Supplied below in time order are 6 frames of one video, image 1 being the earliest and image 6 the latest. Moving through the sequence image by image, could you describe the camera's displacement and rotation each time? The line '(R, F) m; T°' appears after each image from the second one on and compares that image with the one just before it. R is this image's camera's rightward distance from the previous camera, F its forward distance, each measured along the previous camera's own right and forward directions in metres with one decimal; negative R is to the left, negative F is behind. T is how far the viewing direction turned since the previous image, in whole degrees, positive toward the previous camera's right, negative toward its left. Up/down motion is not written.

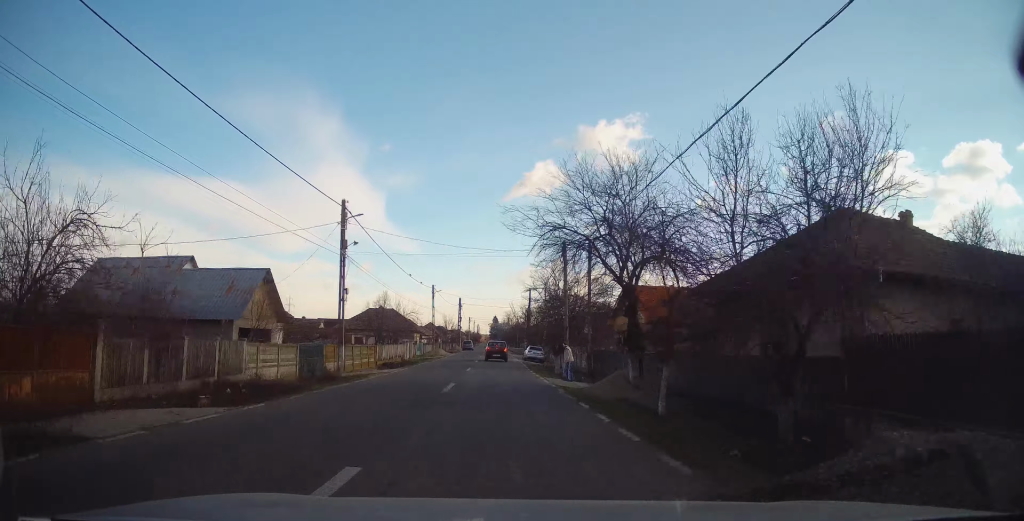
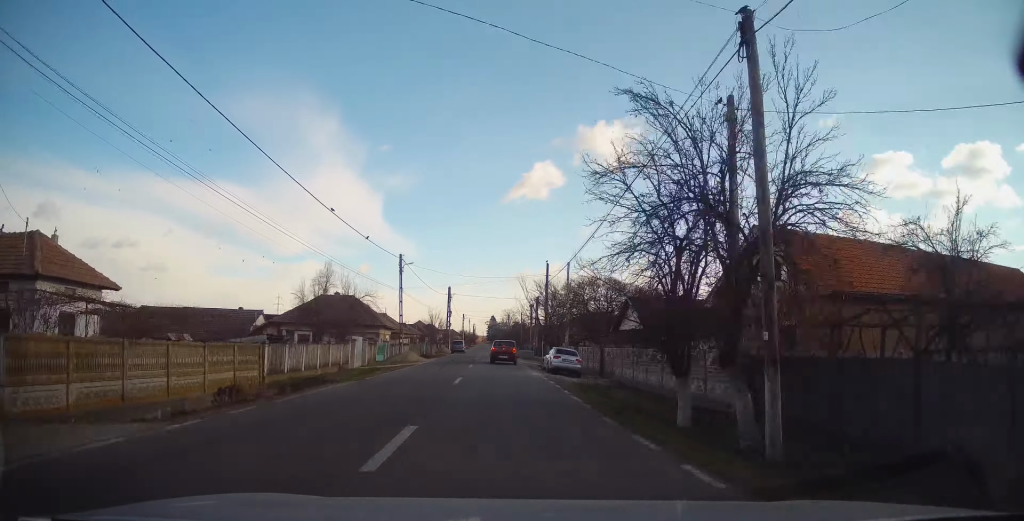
(-0.2, +20.7) m; +1°
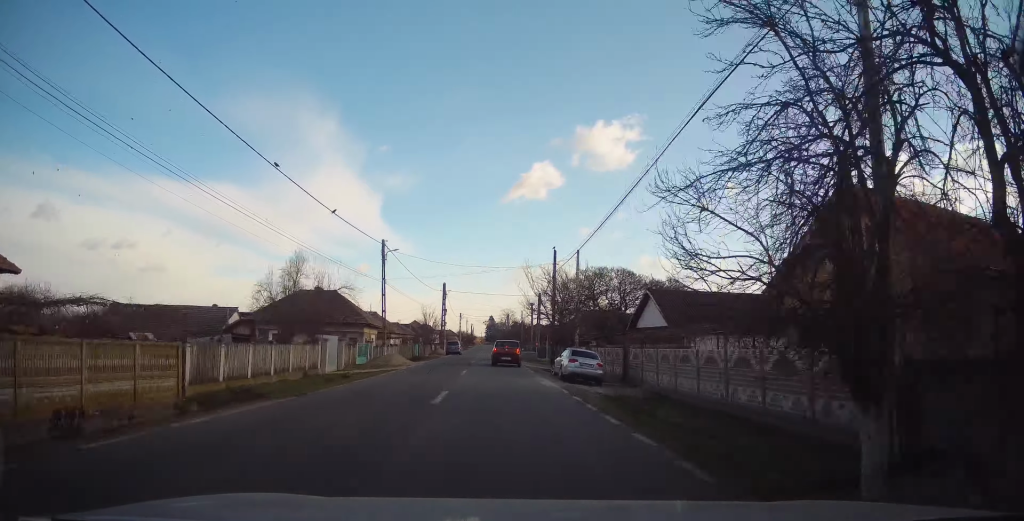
(0.0, +5.6) m; 0°
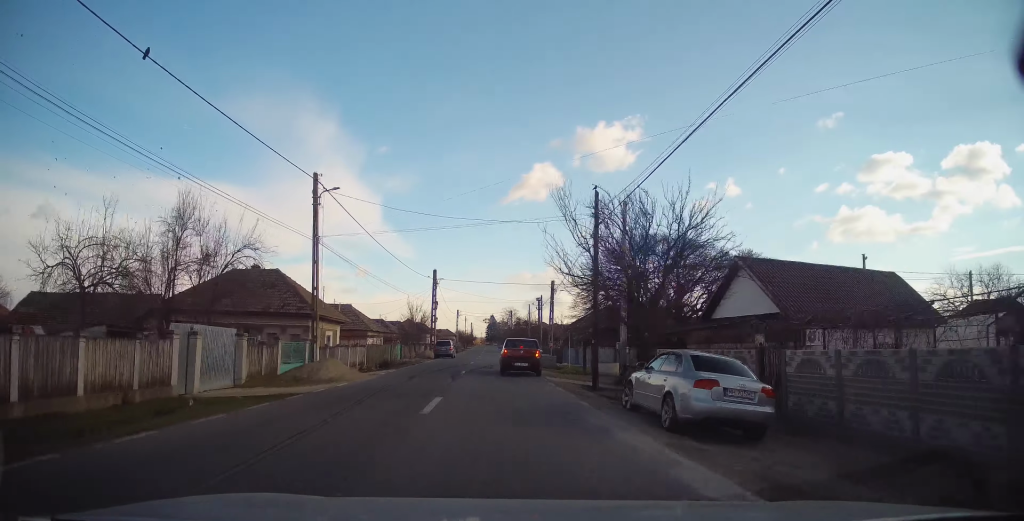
(0.0, +13.1) m; -1°
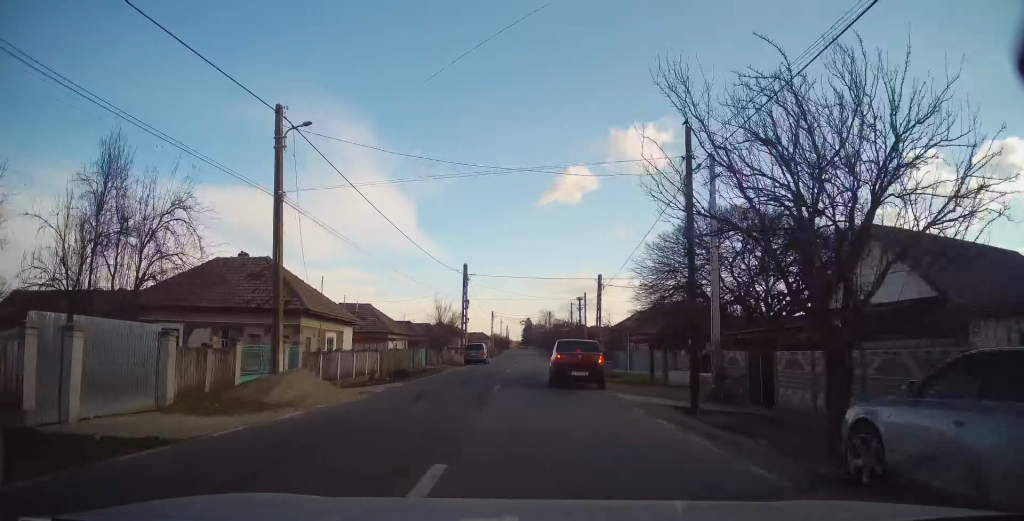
(0.0, +6.9) m; -1°
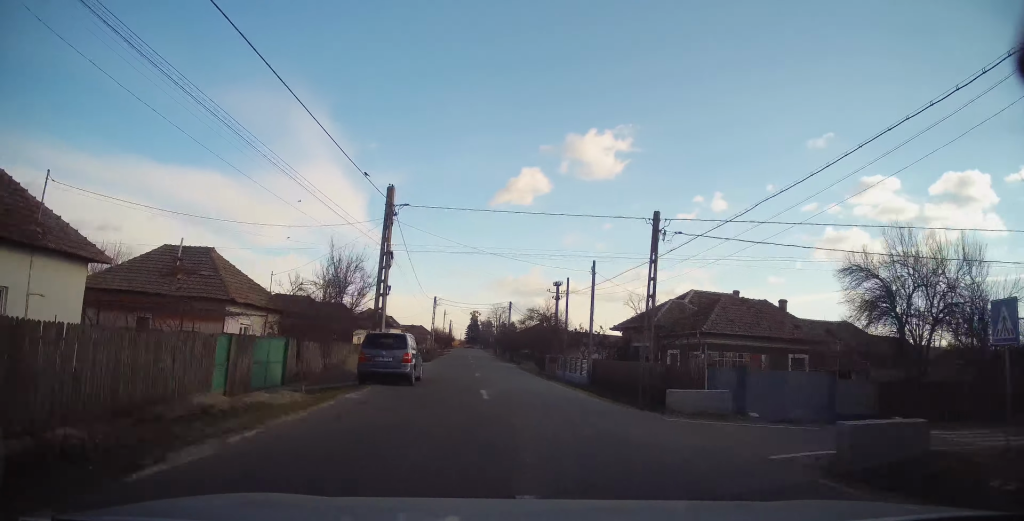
(-0.2, +25.2) m; +2°
